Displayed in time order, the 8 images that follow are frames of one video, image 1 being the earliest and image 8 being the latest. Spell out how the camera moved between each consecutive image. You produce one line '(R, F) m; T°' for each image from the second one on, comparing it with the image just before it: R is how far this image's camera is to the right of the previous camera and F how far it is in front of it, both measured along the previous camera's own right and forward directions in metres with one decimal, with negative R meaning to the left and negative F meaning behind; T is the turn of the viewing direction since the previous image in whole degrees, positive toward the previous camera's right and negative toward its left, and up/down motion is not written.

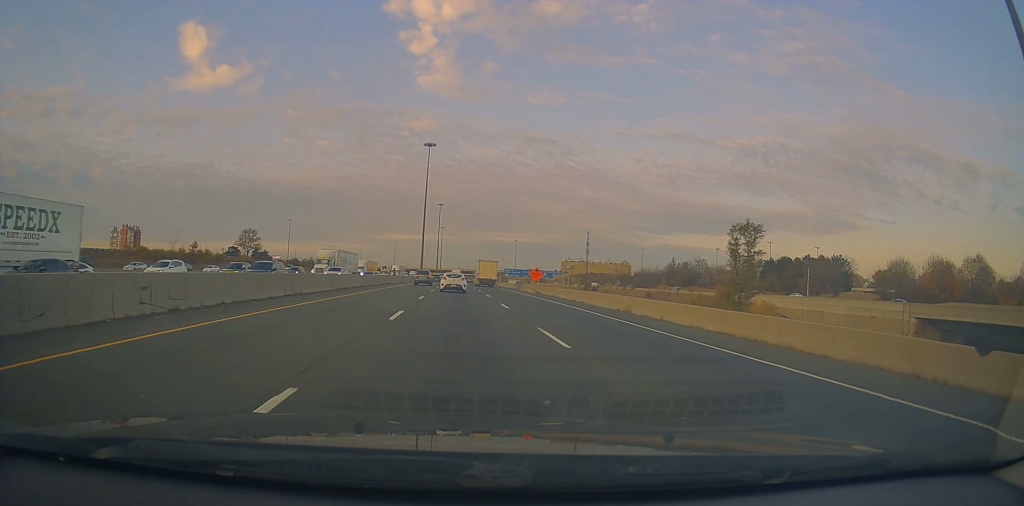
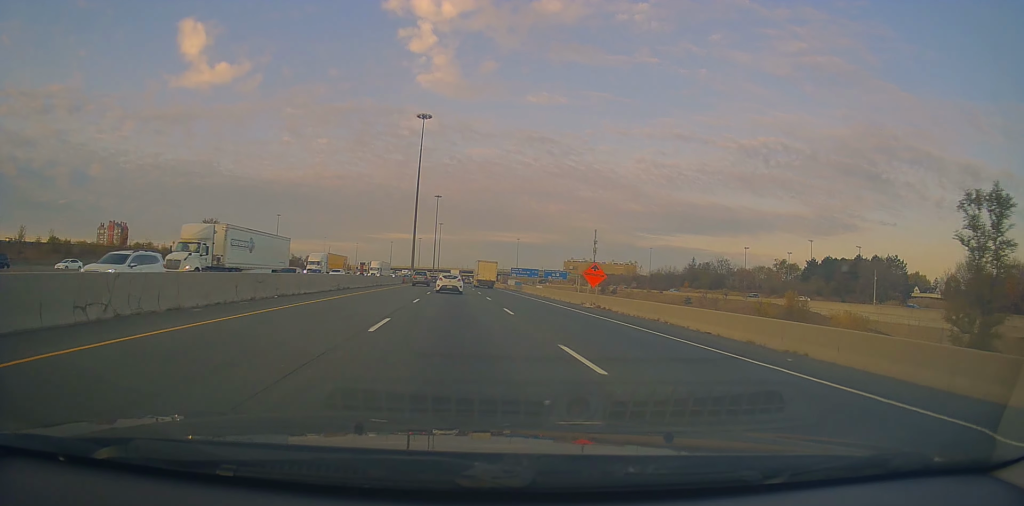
(+0.1, +27.3) m; 0°
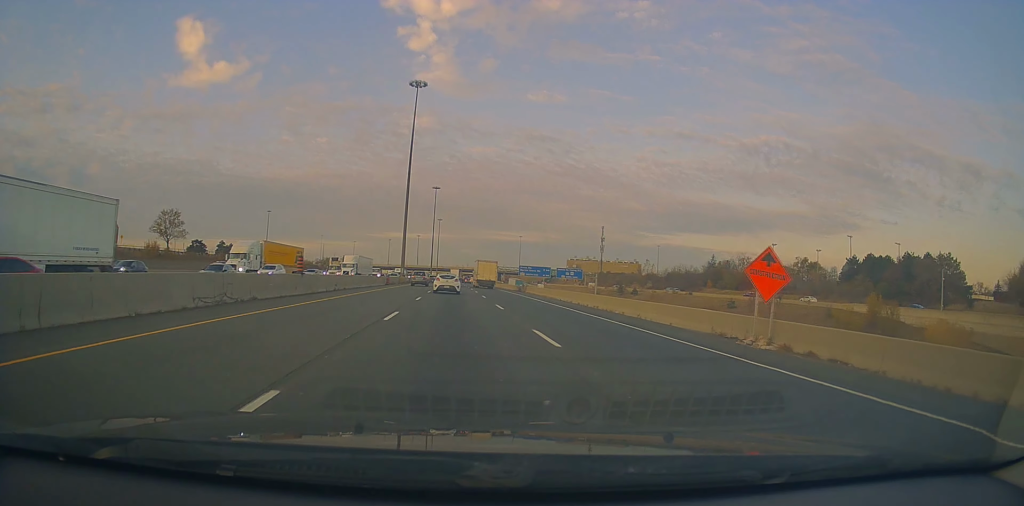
(-0.1, +21.3) m; -1°
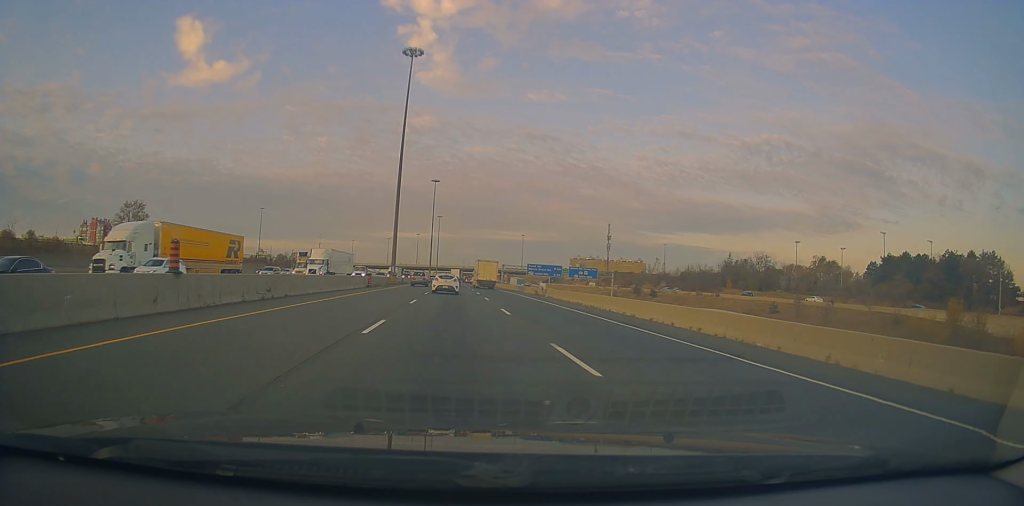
(-0.1, +15.4) m; 0°
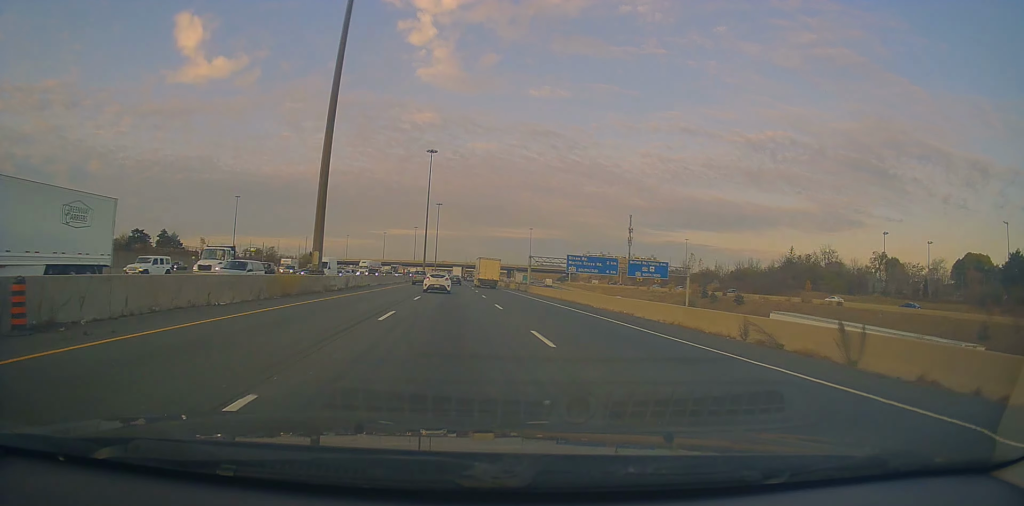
(+0.1, +45.6) m; 0°
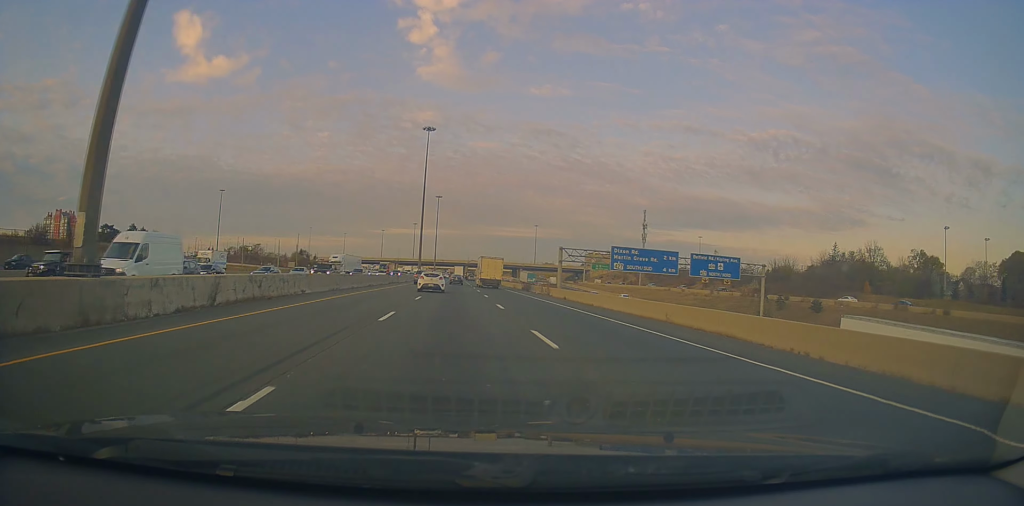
(-0.4, +24.4) m; 0°
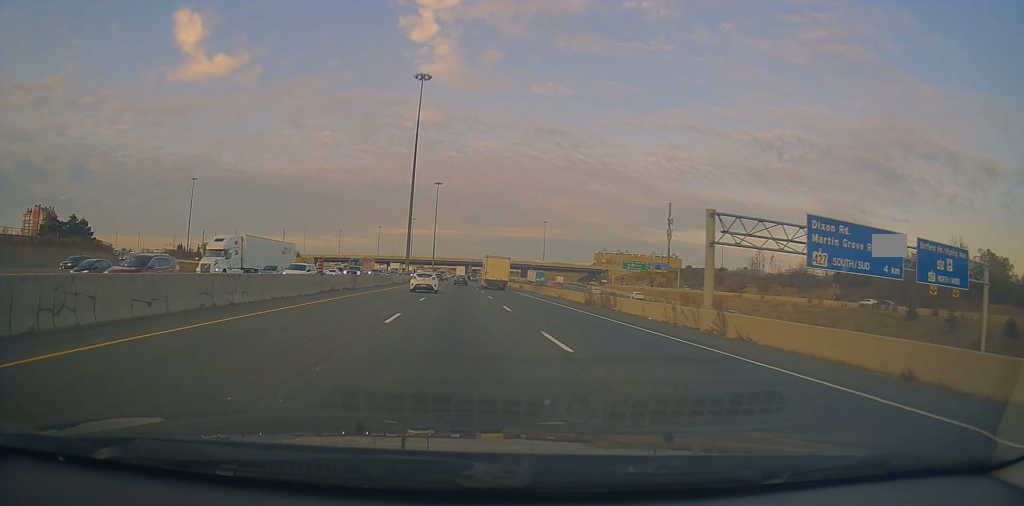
(+0.8, +36.9) m; +1°
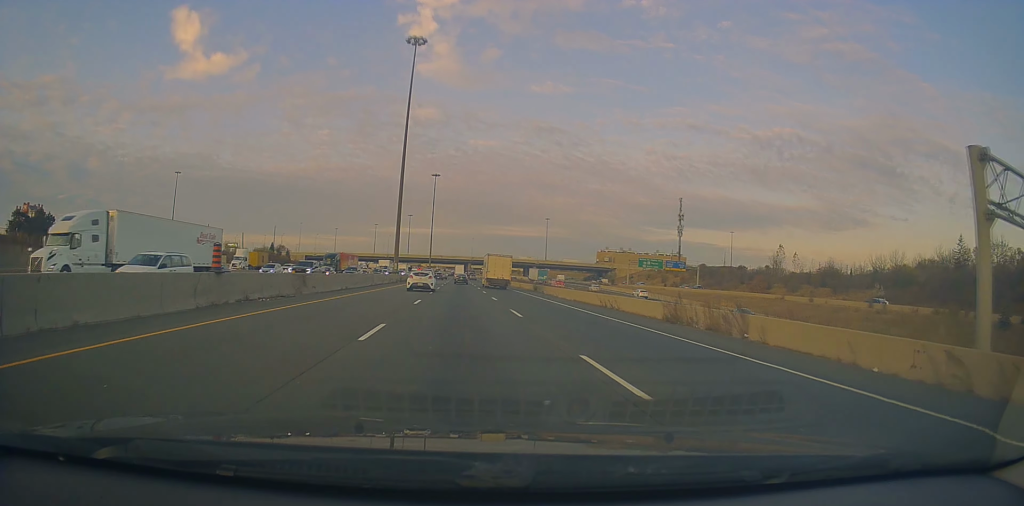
(+0.2, +15.9) m; -1°
